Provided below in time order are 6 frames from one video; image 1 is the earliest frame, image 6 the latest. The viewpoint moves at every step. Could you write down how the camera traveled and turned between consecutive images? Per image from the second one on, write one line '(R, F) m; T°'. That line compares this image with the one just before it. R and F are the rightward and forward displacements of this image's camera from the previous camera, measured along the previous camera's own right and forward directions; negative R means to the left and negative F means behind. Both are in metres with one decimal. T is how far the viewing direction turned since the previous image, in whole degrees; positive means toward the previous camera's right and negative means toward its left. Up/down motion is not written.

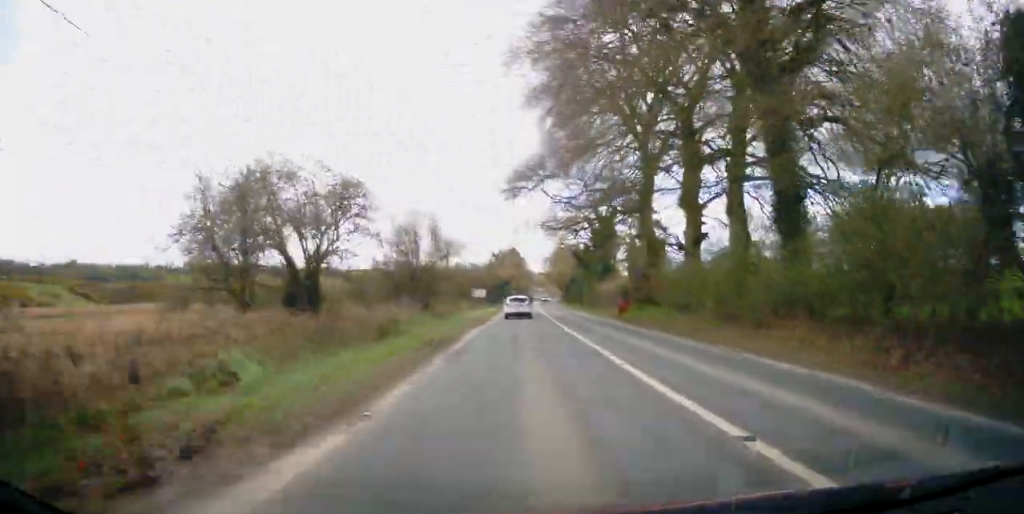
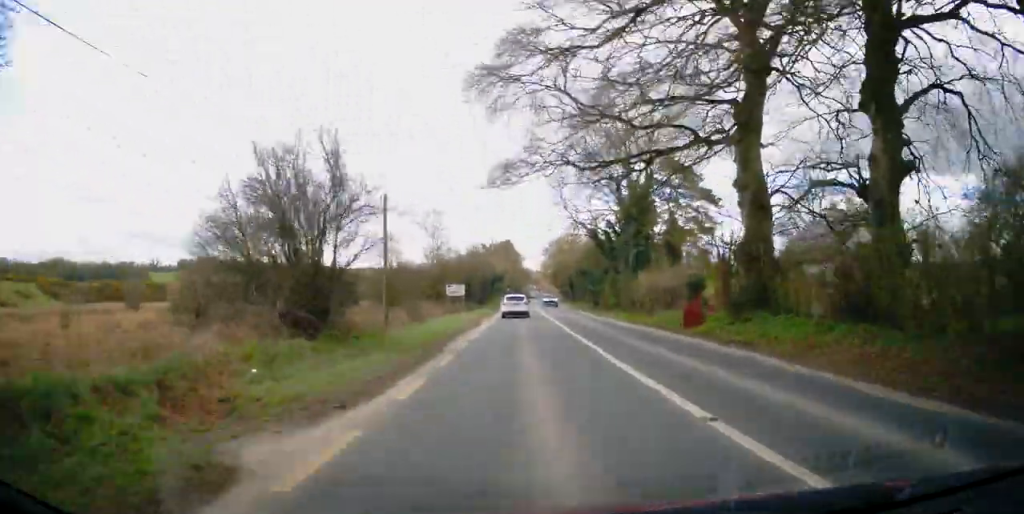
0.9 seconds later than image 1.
(0.0, +19.4) m; +1°
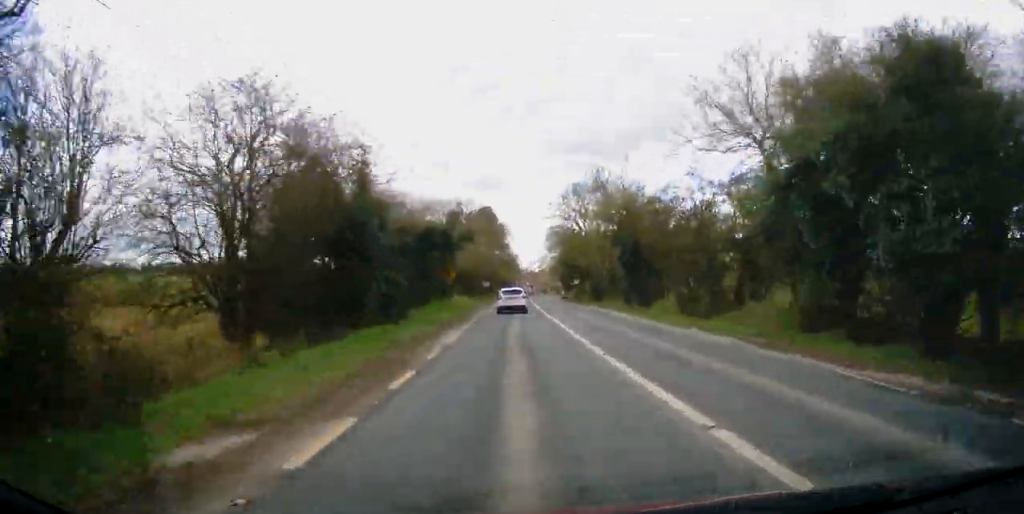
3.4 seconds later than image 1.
(+1.3, +54.3) m; +2°
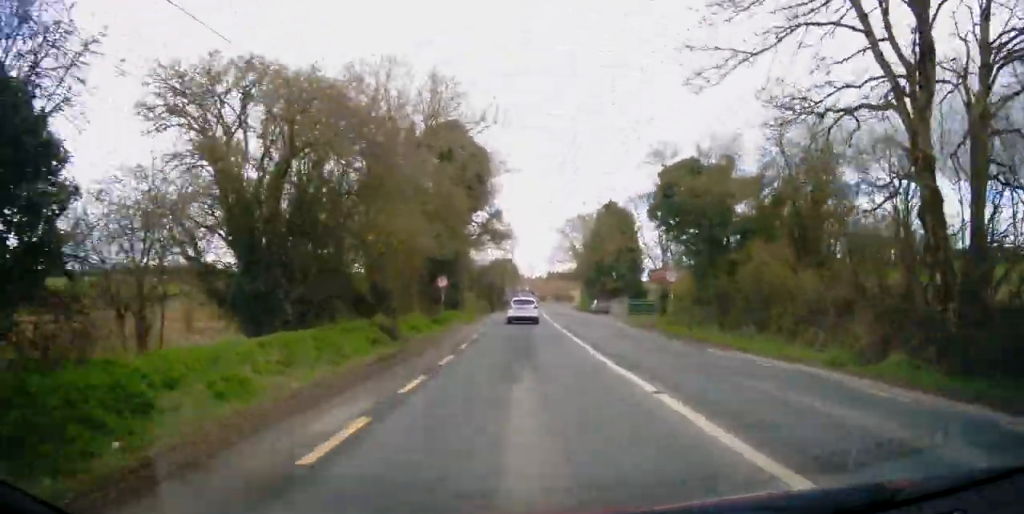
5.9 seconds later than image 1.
(-0.1, +51.3) m; 0°
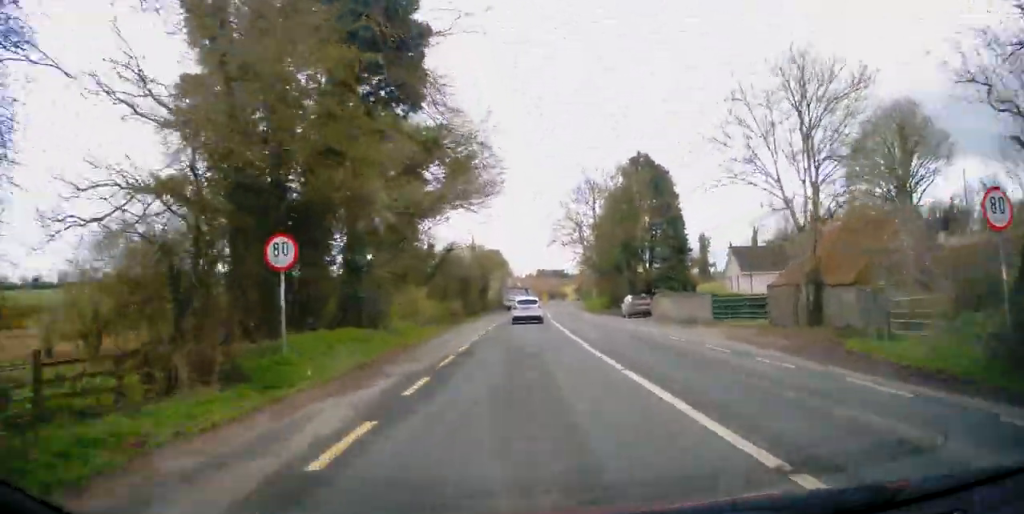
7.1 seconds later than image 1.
(+0.1, +23.8) m; +1°
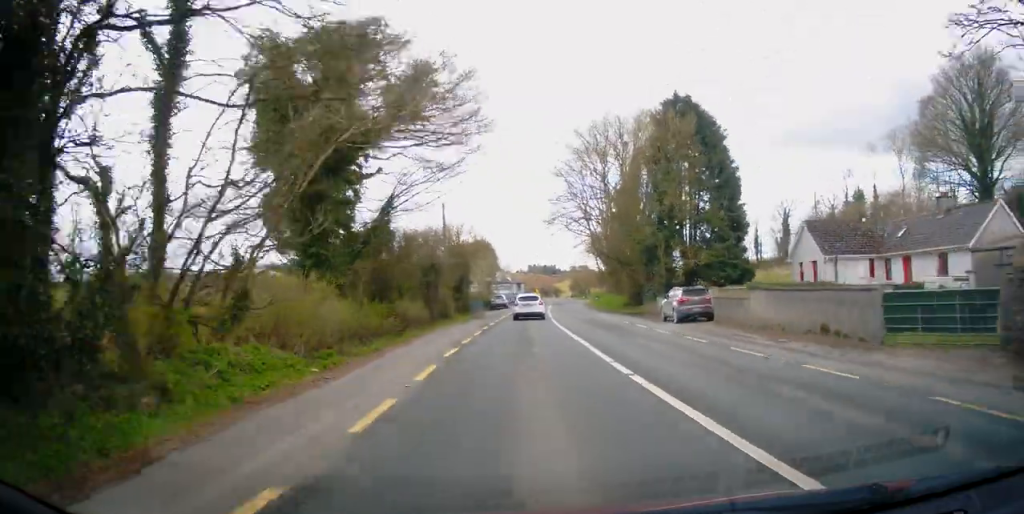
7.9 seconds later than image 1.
(+0.2, +14.5) m; +1°
